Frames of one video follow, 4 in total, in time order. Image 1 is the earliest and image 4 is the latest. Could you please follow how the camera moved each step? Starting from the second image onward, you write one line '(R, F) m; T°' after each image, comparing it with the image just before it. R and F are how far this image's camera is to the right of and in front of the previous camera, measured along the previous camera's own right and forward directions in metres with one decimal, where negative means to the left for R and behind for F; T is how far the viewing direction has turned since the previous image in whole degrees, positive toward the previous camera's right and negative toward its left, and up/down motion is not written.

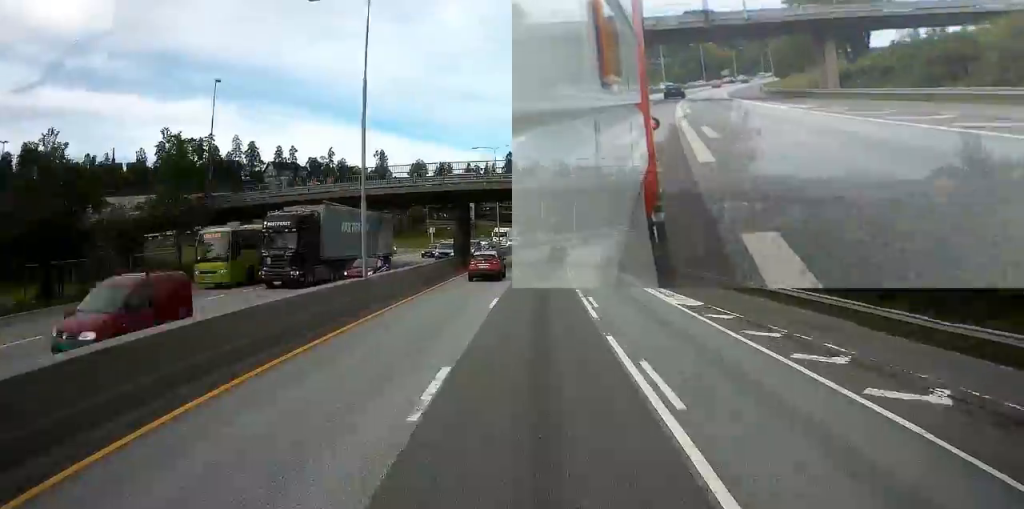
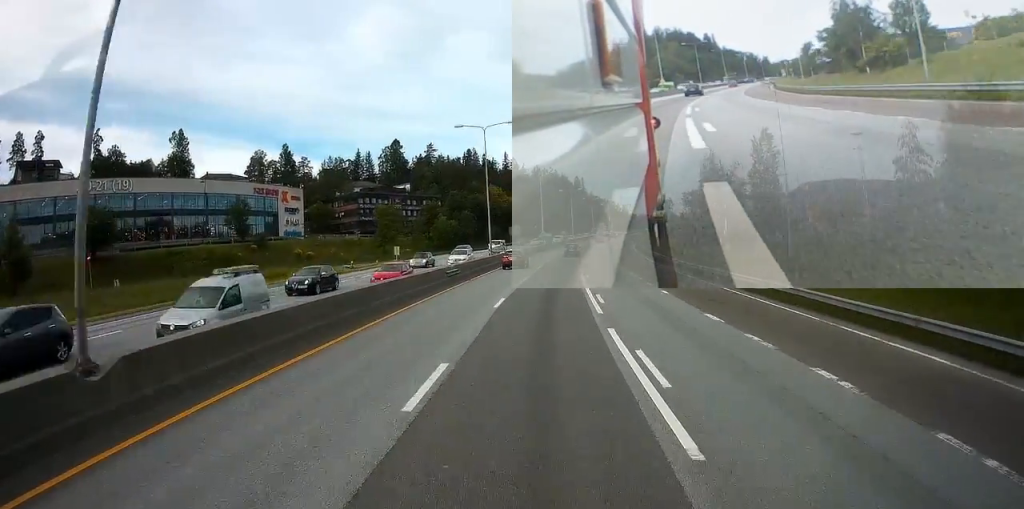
(+6.6, +108.2) m; +9°
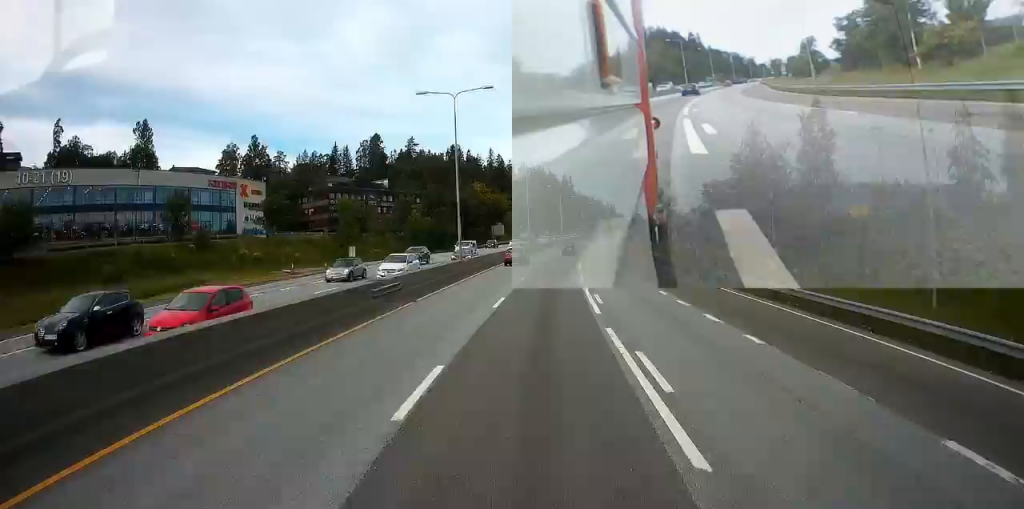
(+0.1, +12.4) m; +1°
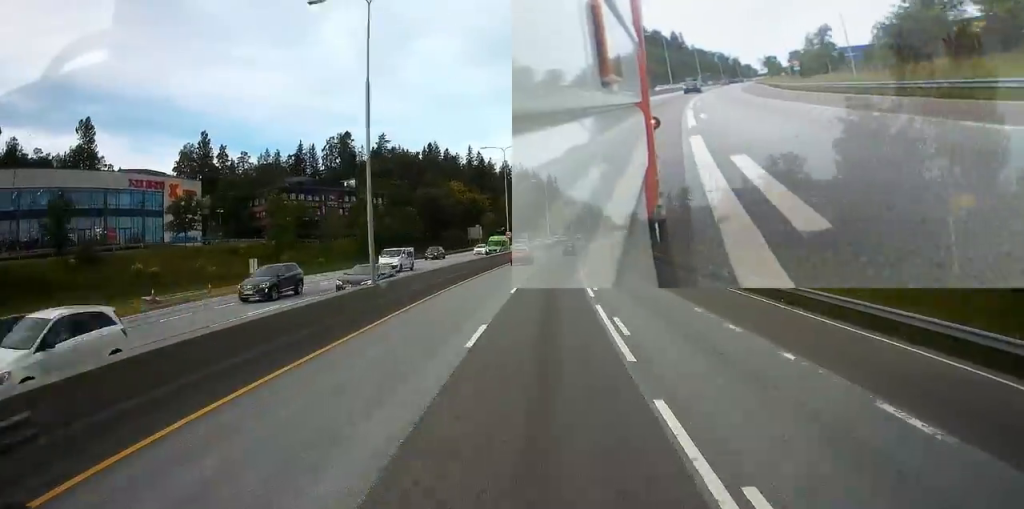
(0.0, +18.6) m; +2°
